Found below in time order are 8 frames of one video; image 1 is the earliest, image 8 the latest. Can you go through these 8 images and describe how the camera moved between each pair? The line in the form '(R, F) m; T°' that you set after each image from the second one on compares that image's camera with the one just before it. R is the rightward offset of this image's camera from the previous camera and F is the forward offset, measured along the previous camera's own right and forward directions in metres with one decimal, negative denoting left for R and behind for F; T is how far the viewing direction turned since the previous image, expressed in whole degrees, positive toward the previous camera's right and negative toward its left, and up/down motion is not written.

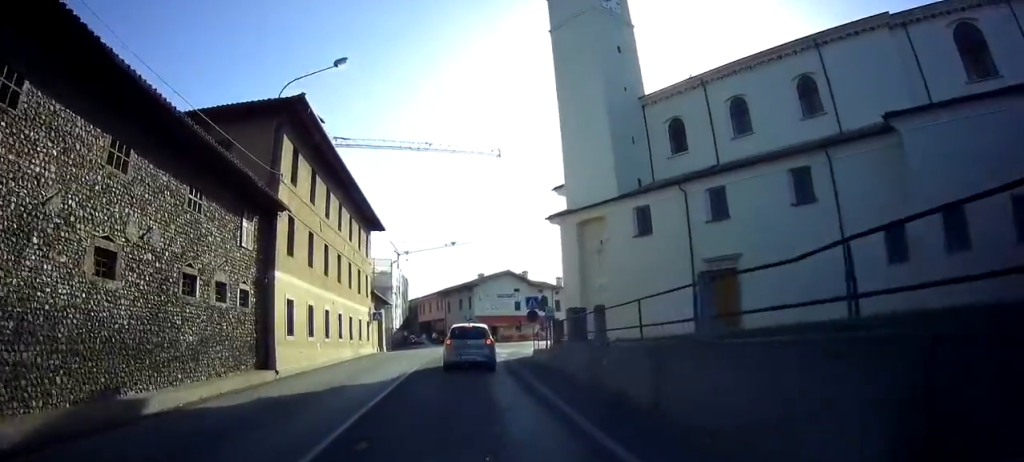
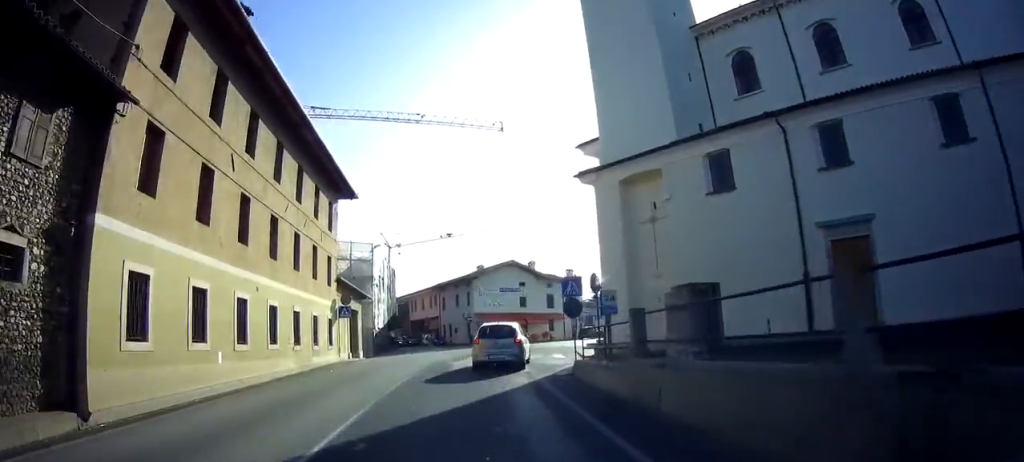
(-0.2, +9.5) m; -1°
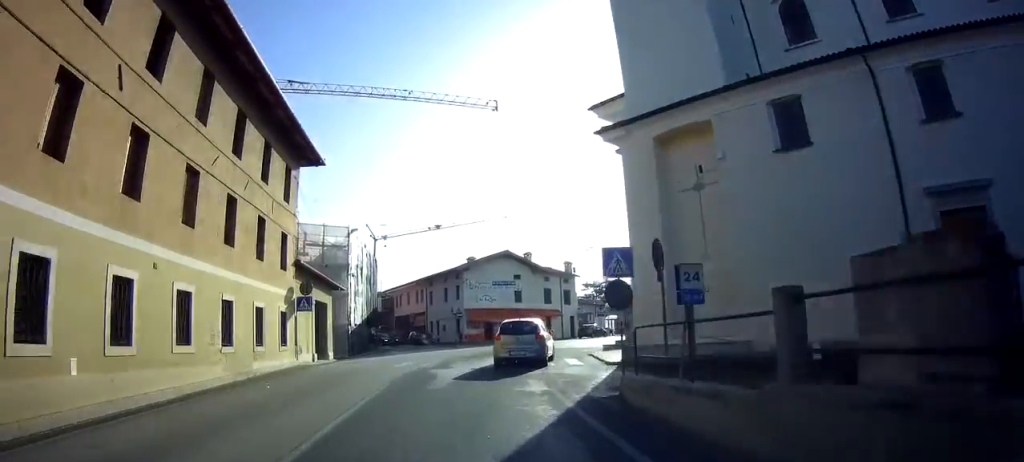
(-0.1, +5.4) m; +2°
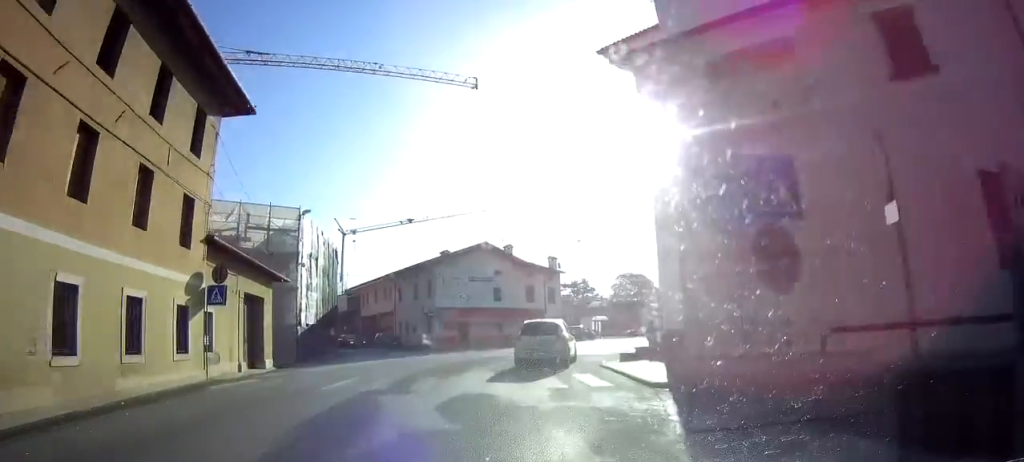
(-0.1, +6.0) m; +3°
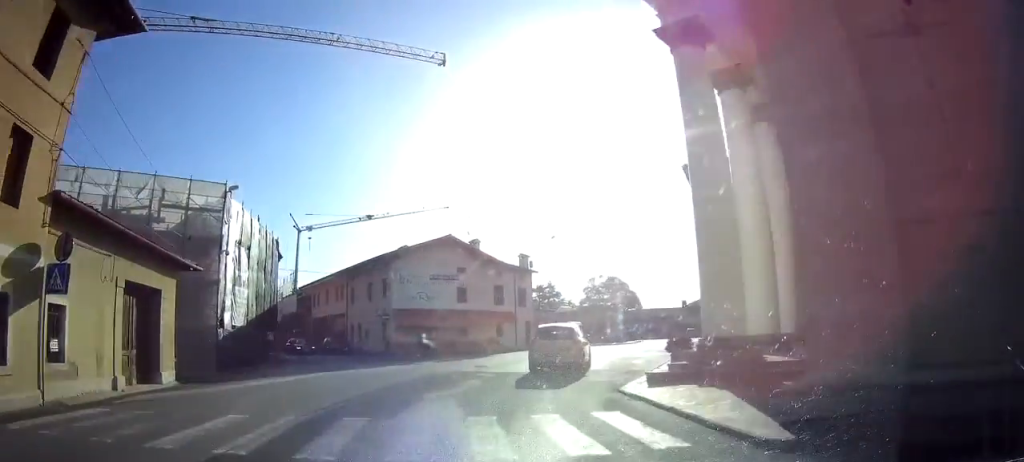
(+0.6, +6.2) m; +2°
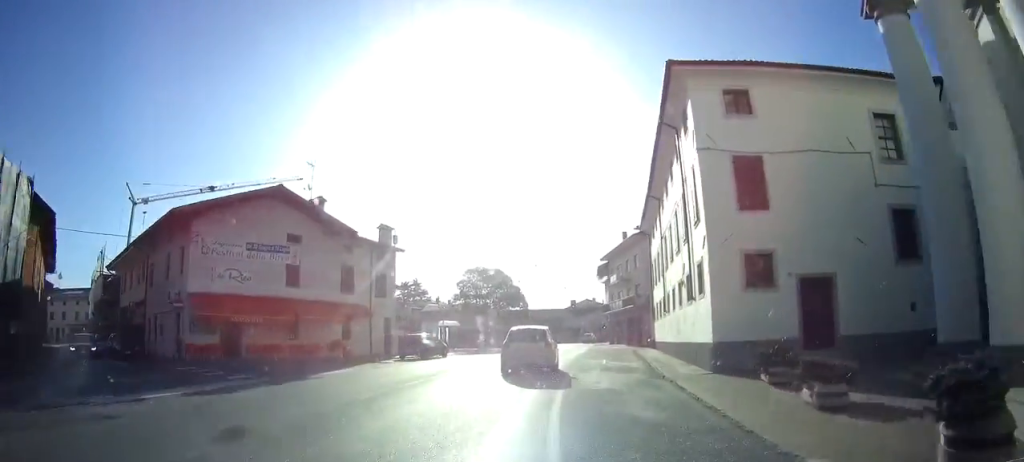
(-0.1, +13.6) m; +11°
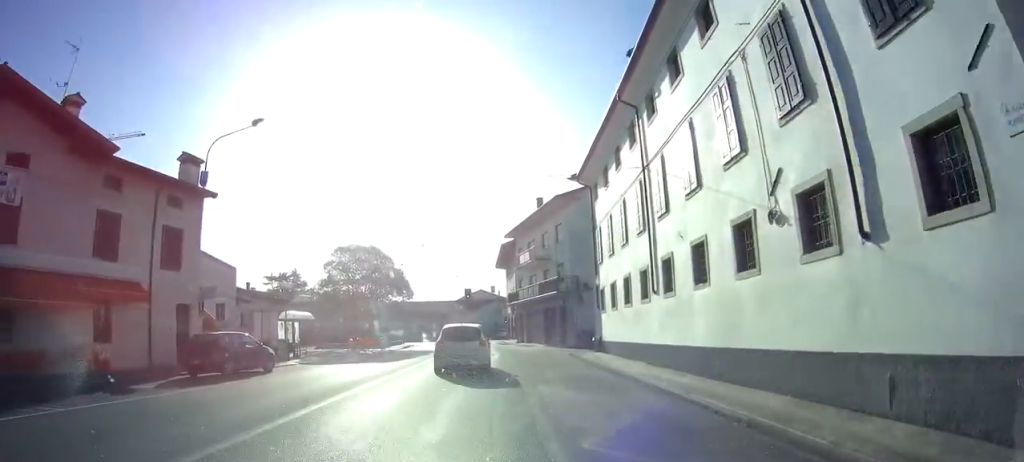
(+3.4, +13.1) m; +17°
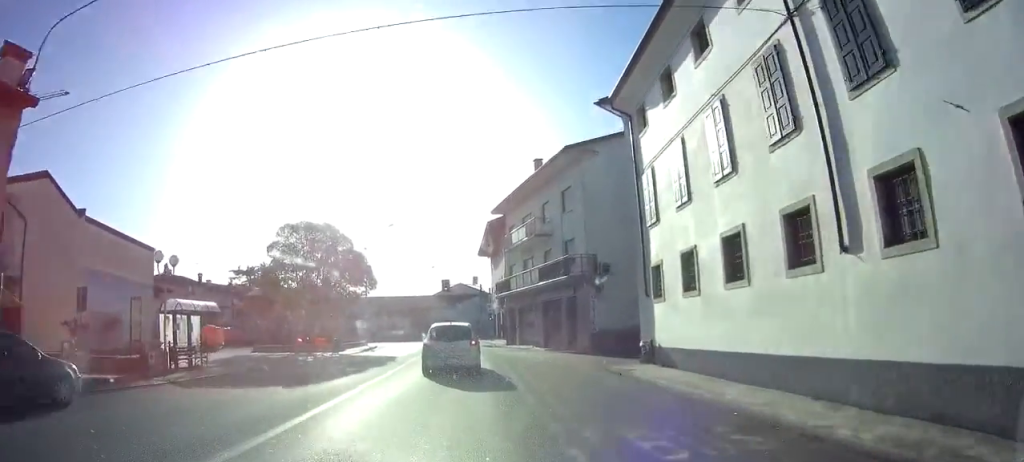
(+0.3, +10.4) m; +2°
